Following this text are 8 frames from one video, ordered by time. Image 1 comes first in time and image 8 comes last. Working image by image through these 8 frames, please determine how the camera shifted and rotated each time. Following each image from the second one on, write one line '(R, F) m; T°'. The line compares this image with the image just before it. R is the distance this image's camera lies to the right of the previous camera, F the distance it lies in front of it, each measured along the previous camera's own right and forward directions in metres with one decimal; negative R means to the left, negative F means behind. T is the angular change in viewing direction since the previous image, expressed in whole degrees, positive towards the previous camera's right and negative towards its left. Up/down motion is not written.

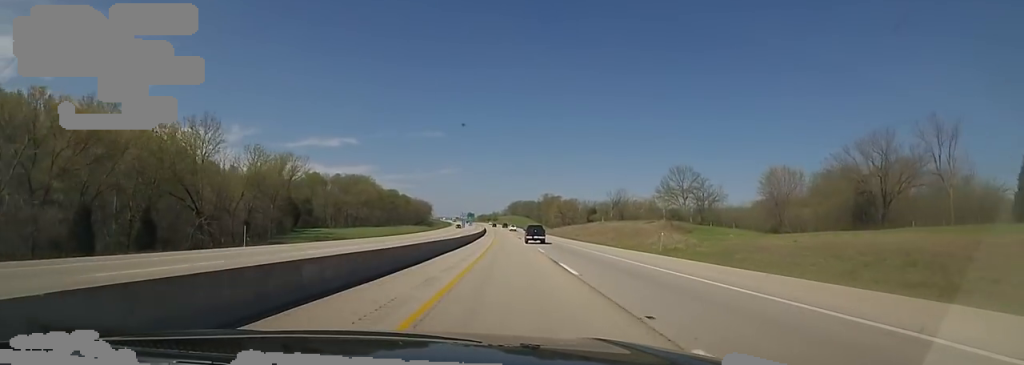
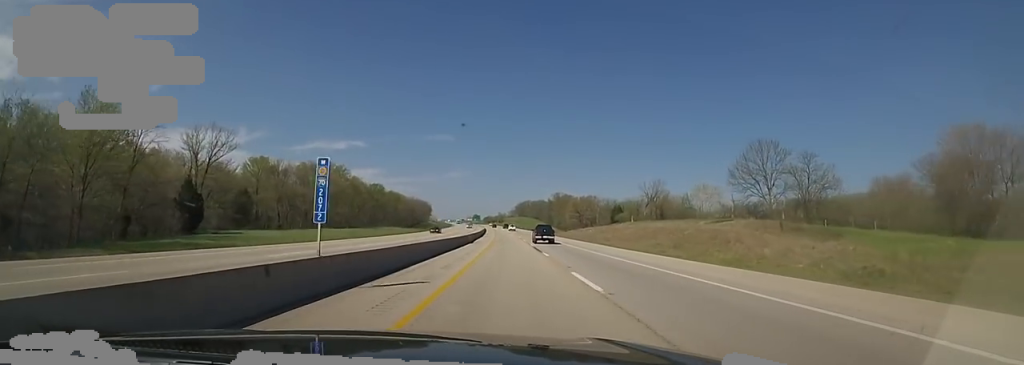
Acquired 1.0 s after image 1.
(-1.4, +34.9) m; -2°
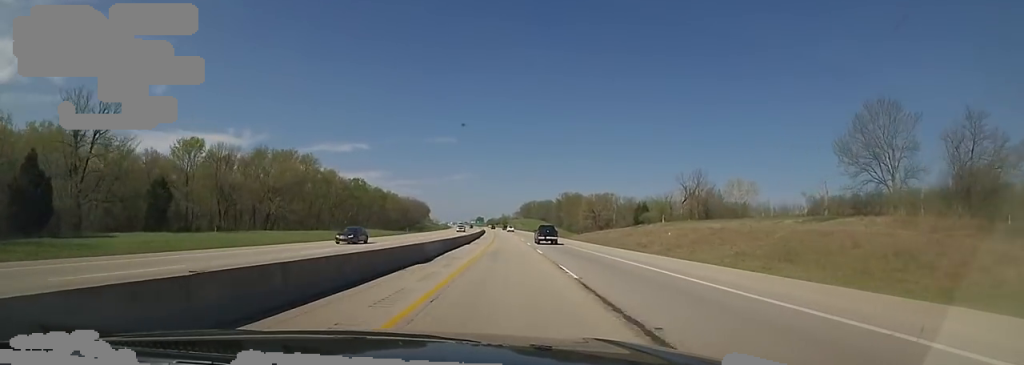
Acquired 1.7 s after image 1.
(+0.3, +26.5) m; +1°
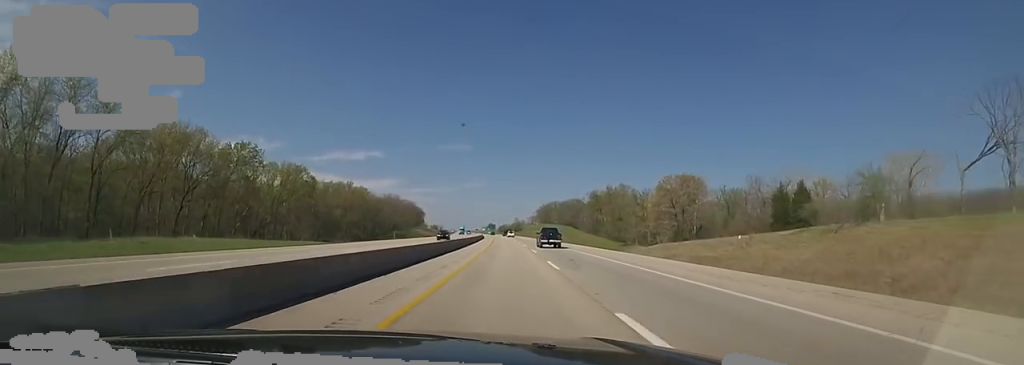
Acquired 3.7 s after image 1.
(-0.7, +71.7) m; -1°
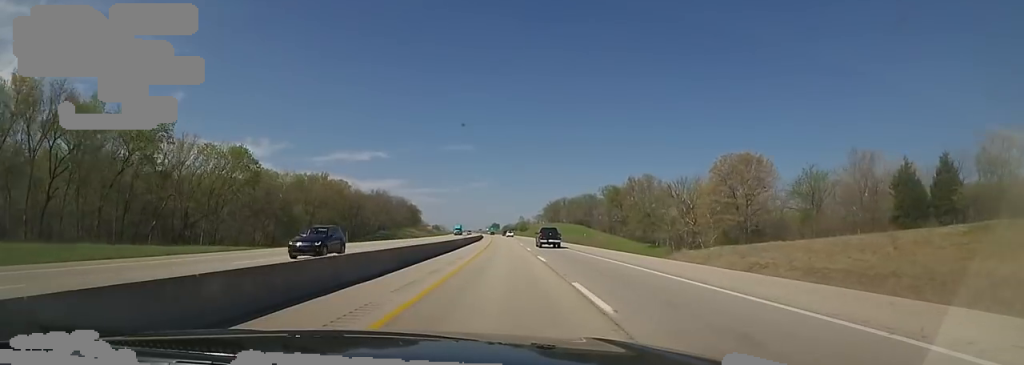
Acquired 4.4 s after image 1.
(-0.1, +26.1) m; -1°
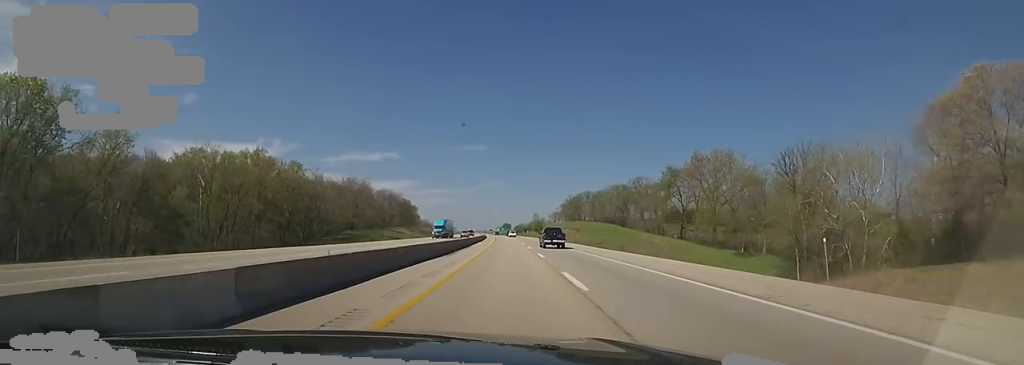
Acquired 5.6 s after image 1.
(-1.1, +41.6) m; -2°
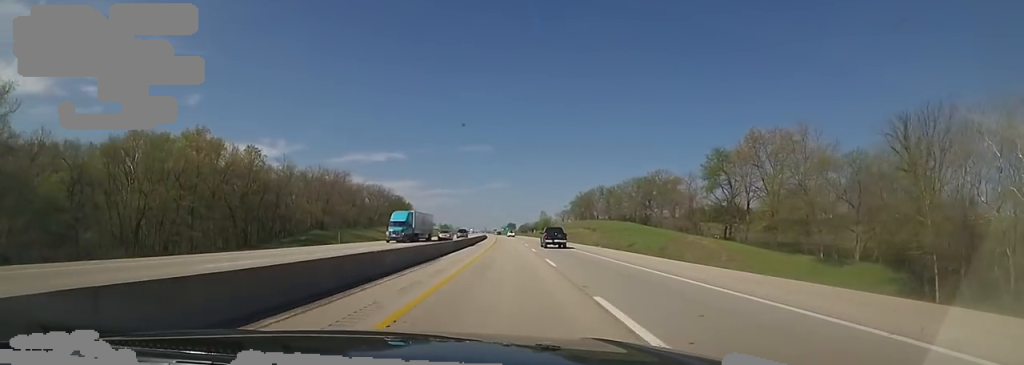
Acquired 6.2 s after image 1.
(-0.2, +21.5) m; 0°
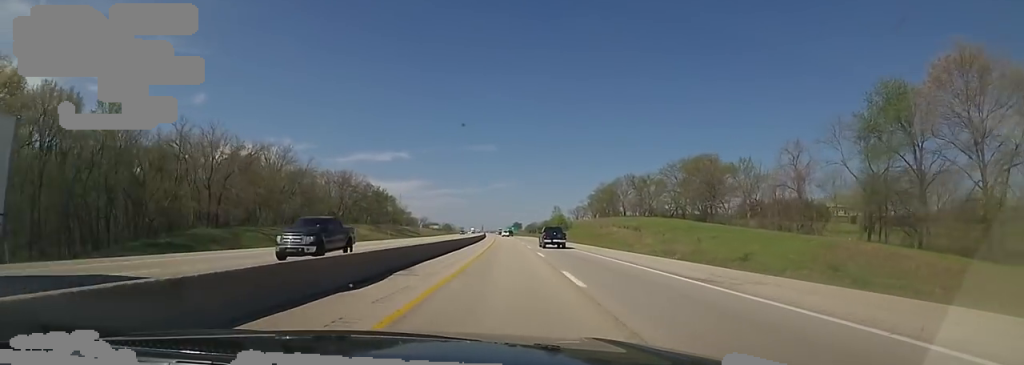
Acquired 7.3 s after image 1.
(0.0, +38.2) m; 0°
